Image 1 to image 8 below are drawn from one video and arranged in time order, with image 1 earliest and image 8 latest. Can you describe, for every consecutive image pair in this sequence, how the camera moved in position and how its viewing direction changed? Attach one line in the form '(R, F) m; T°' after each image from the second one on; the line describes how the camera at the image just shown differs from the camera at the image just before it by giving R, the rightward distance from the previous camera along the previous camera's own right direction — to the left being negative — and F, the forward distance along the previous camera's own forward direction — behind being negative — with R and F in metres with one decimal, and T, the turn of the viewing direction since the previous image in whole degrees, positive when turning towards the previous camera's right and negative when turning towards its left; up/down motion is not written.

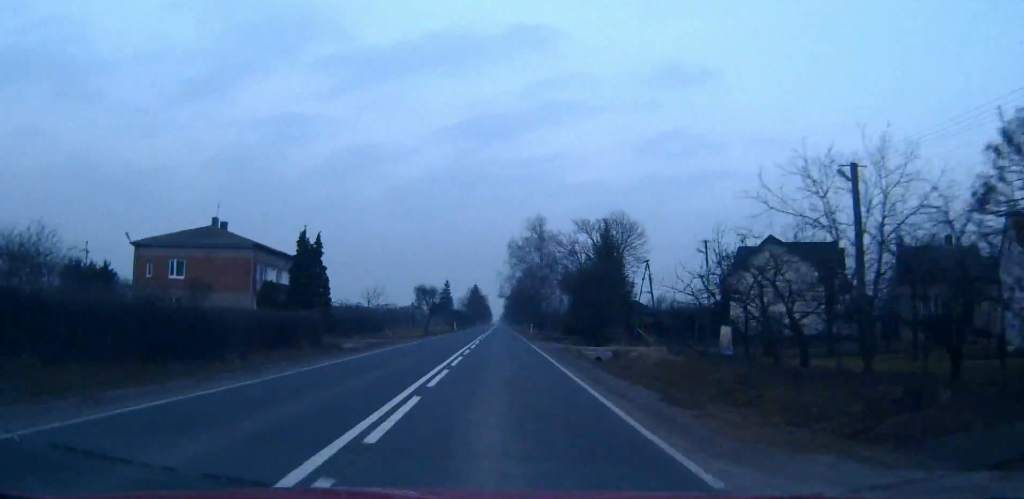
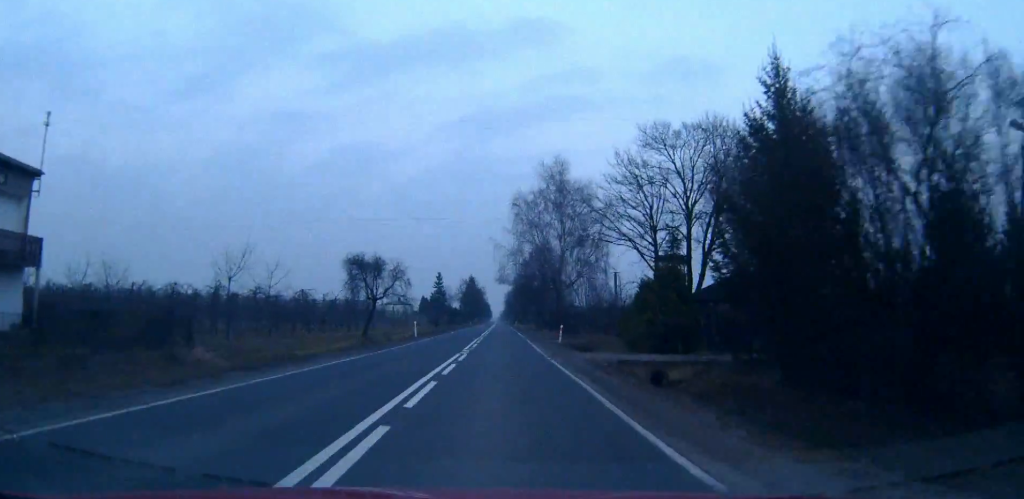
(0.0, +41.7) m; 0°
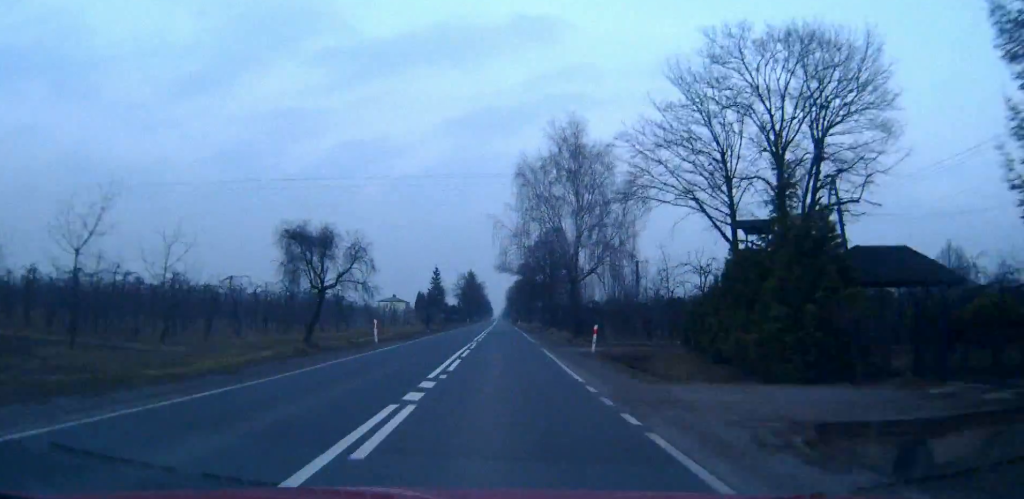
(0.0, +15.5) m; 0°
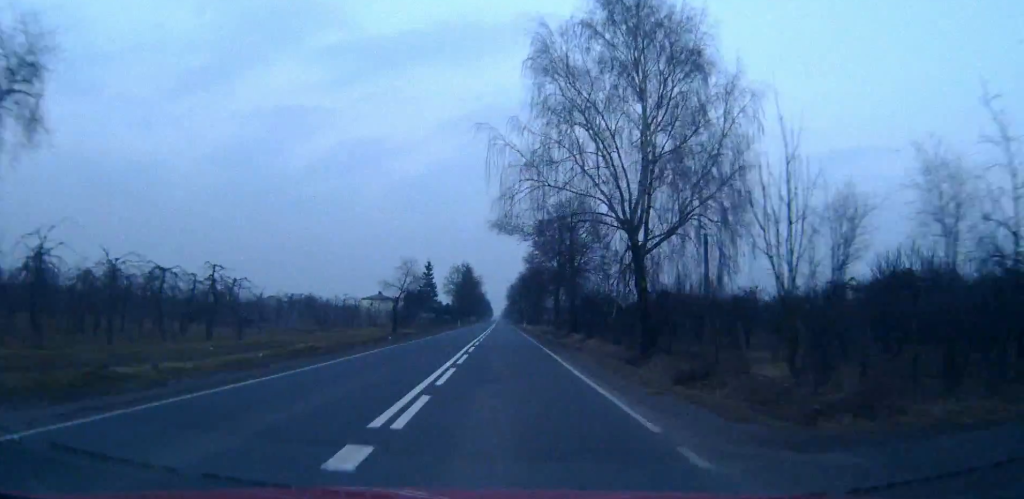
(-0.1, +29.5) m; 0°
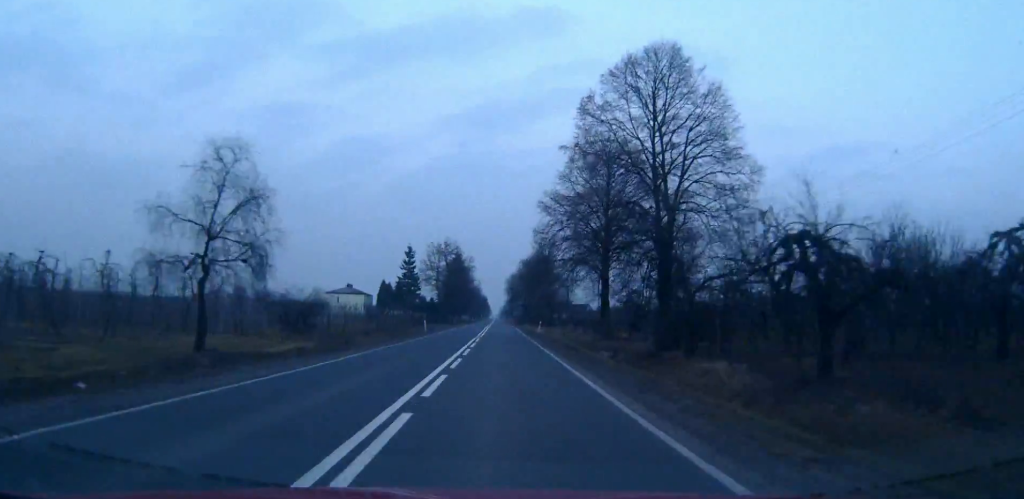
(+0.1, +43.7) m; 0°
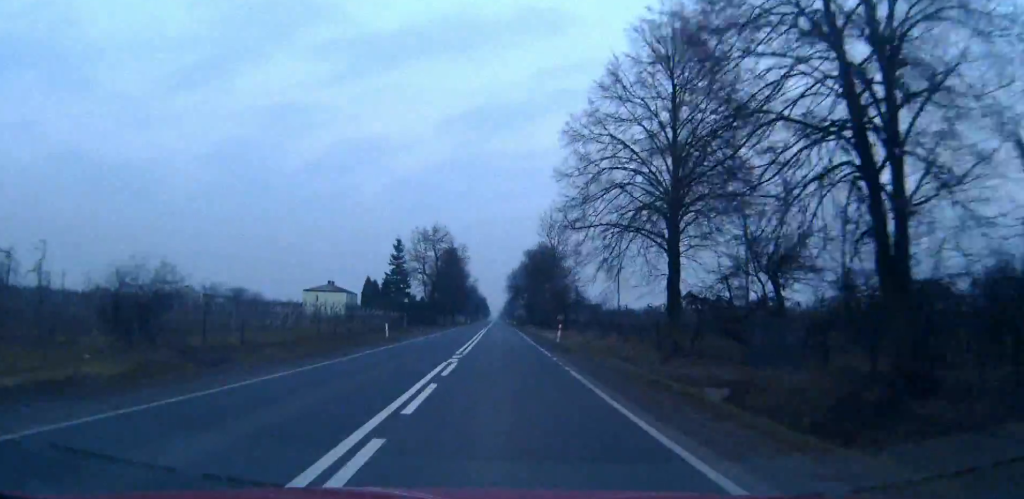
(0.0, +19.8) m; 0°
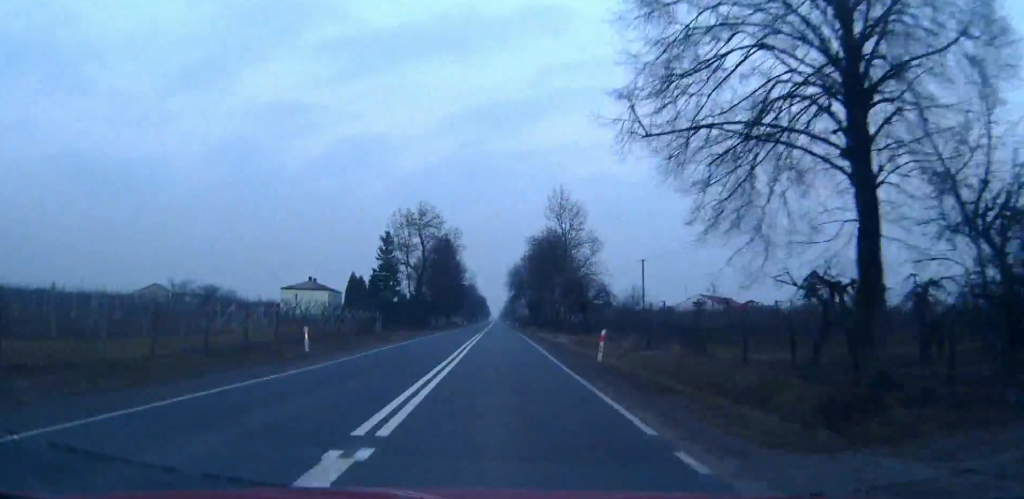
(0.0, +16.5) m; 0°
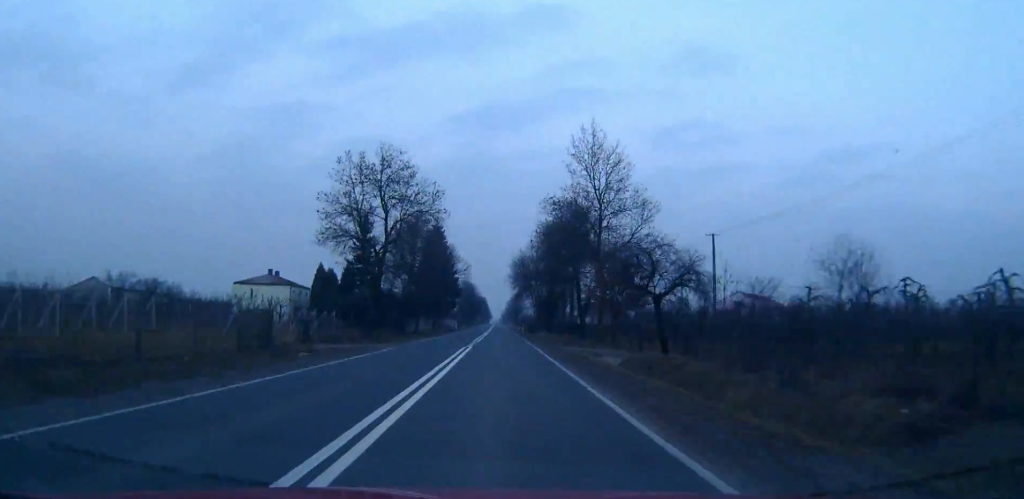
(0.0, +26.4) m; 0°
